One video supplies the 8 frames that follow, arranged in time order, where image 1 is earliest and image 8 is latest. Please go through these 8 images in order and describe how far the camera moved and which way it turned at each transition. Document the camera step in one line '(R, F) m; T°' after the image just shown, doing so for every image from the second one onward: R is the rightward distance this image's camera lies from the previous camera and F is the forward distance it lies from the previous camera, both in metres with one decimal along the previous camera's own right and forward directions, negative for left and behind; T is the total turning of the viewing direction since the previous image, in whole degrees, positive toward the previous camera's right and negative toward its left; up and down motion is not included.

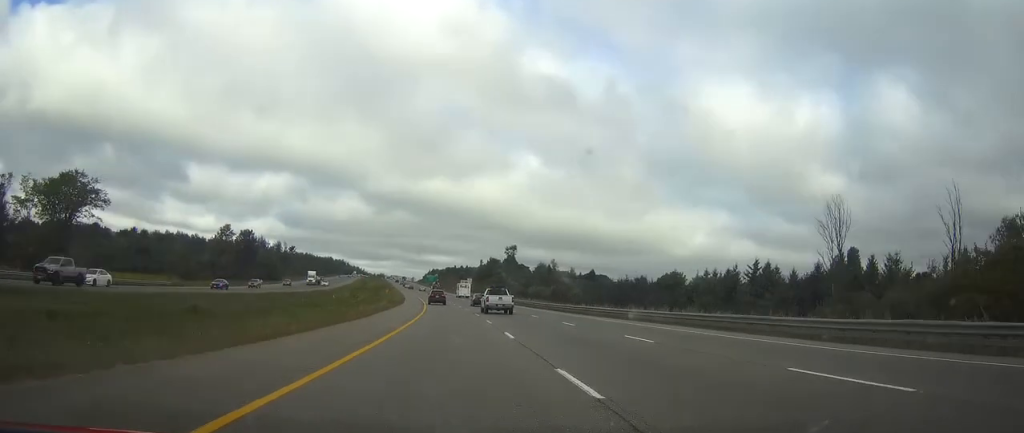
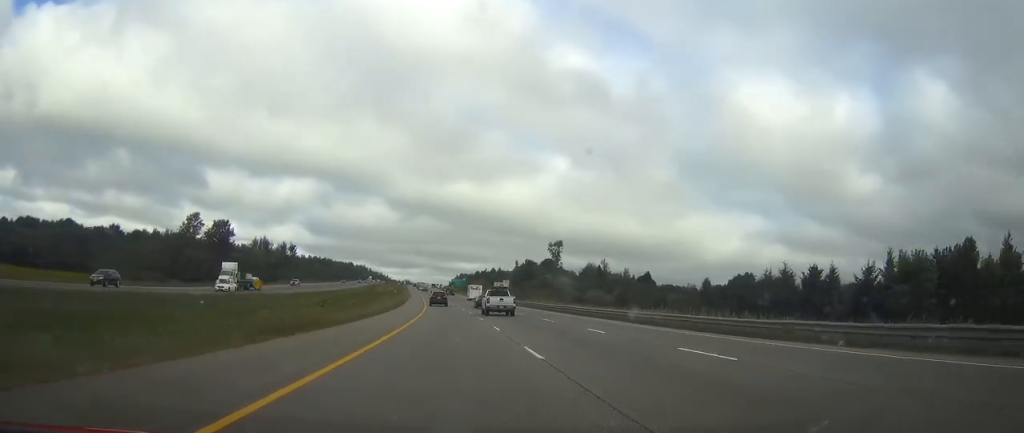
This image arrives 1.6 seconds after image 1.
(-1.1, +55.5) m; -2°
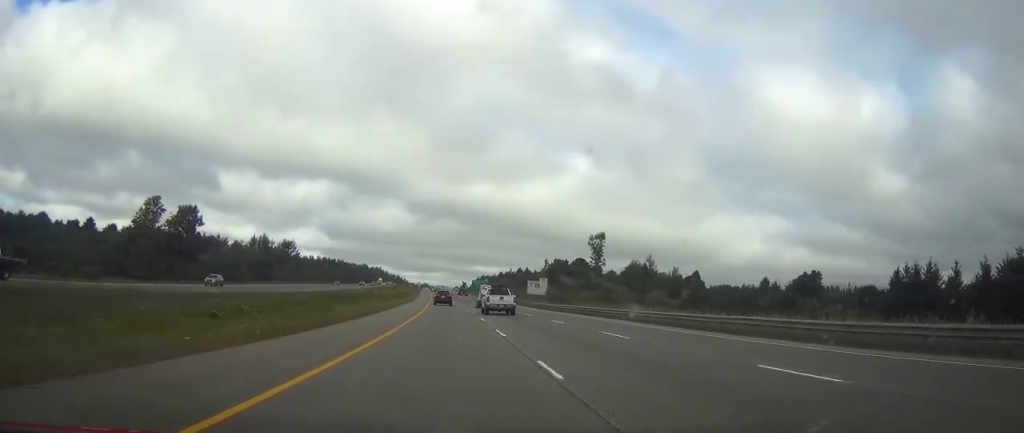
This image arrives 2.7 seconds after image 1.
(-0.7, +40.1) m; -2°
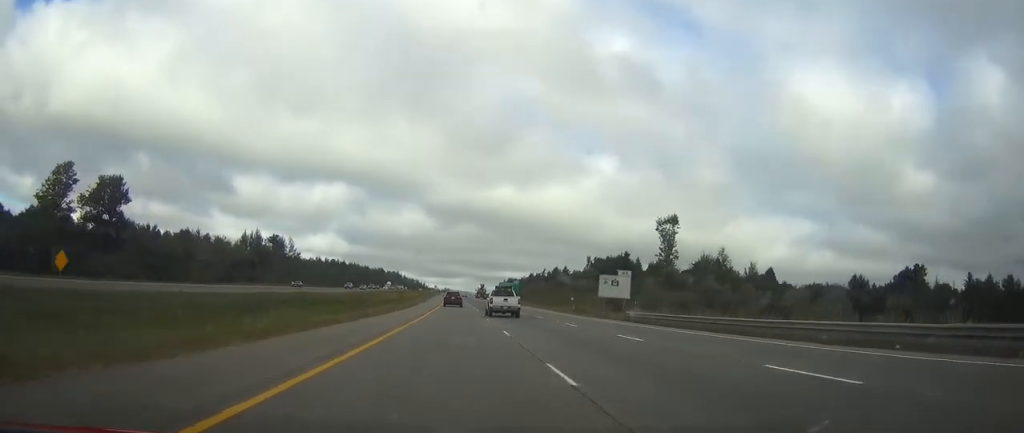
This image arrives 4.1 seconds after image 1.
(-1.0, +49.4) m; -2°
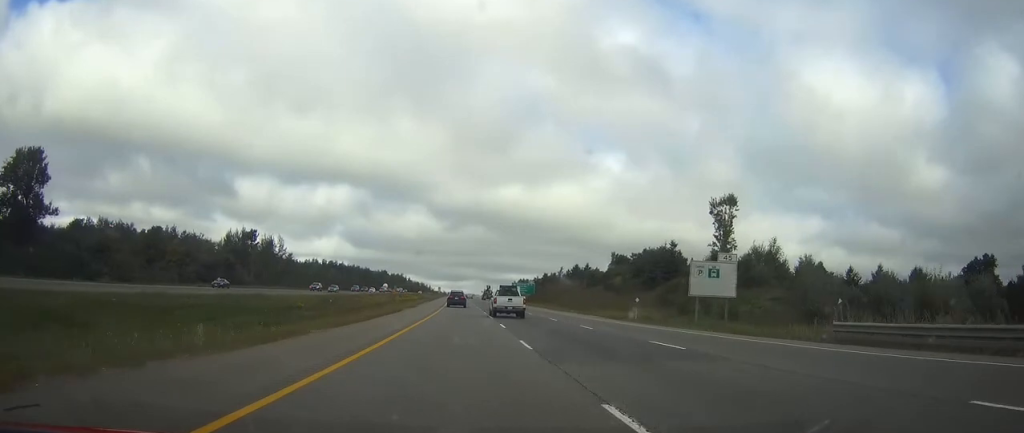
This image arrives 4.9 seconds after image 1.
(-0.2, +29.4) m; -1°
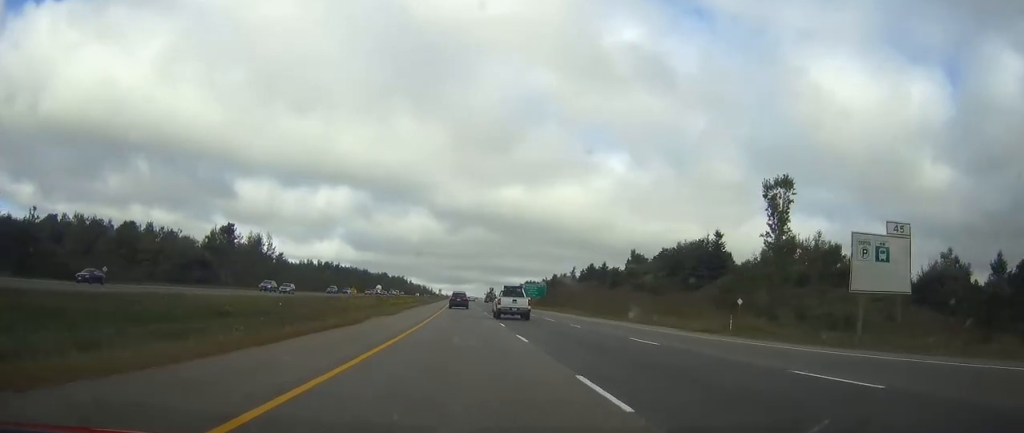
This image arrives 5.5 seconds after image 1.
(-0.1, +21.1) m; 0°
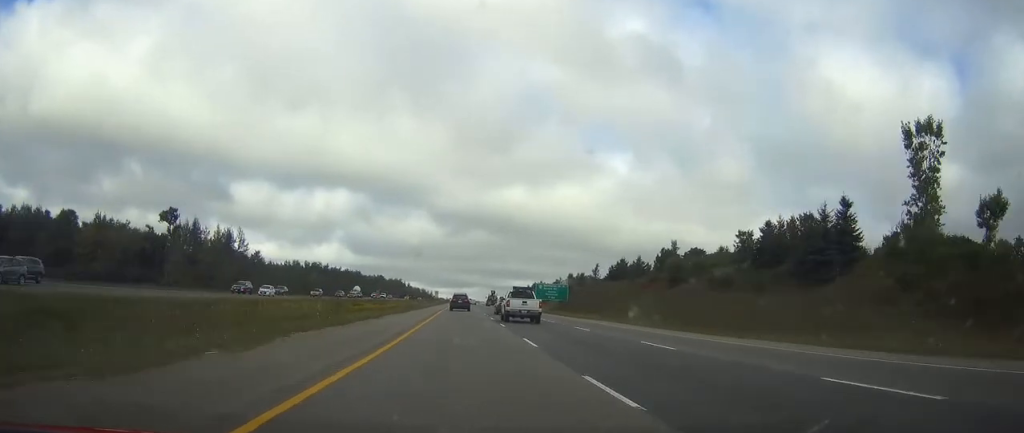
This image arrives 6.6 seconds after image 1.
(-0.1, +36.4) m; 0°
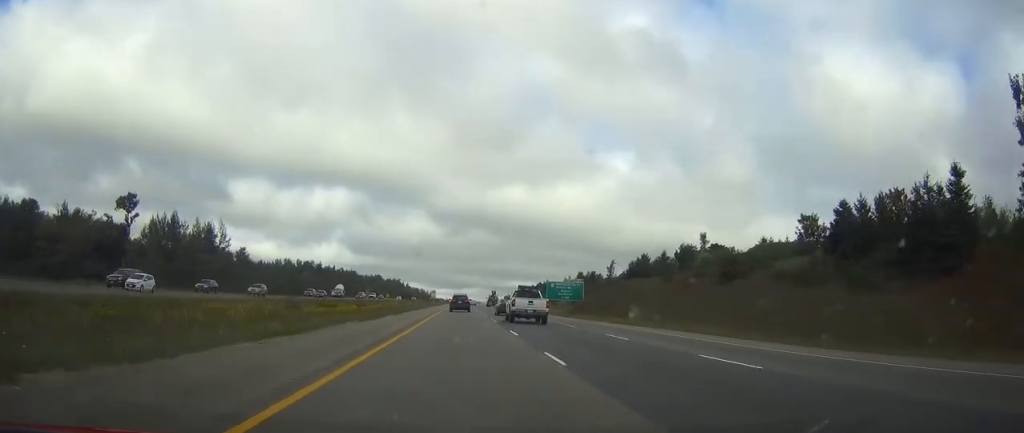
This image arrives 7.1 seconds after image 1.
(-0.1, +18.7) m; 0°
